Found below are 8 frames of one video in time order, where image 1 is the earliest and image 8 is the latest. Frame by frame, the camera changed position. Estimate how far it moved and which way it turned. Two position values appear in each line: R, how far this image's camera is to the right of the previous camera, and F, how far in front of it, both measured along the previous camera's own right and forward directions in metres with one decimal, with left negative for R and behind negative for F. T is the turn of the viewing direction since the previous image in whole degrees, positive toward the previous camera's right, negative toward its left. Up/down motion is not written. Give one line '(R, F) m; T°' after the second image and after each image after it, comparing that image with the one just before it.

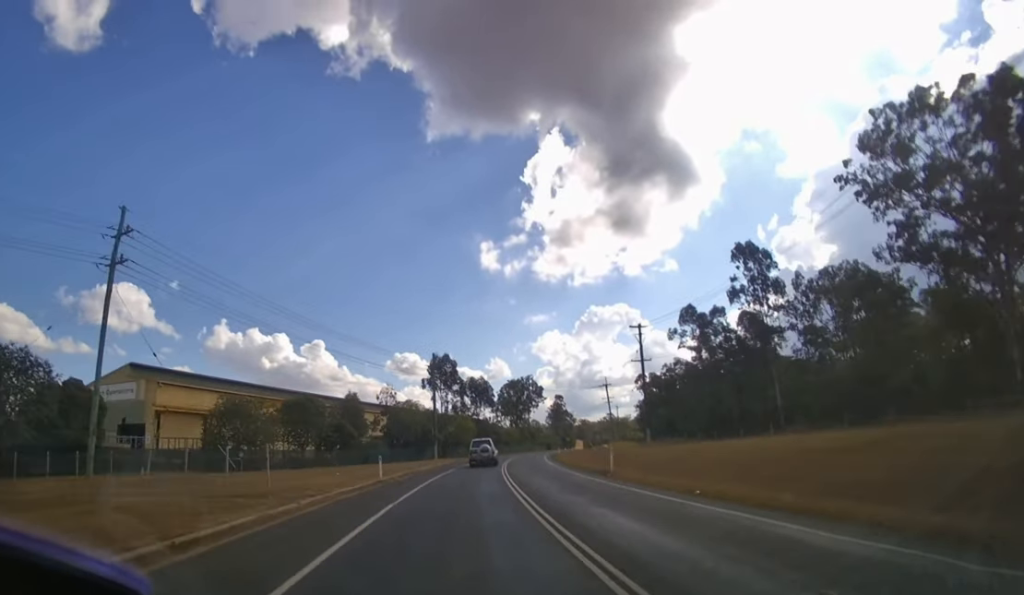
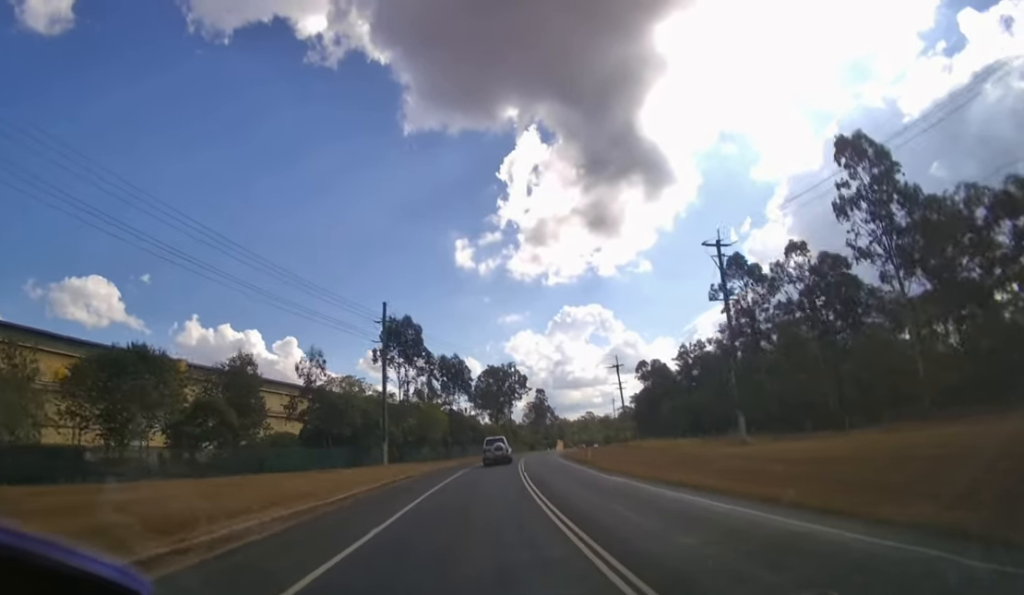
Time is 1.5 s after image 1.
(+0.7, +22.7) m; +3°
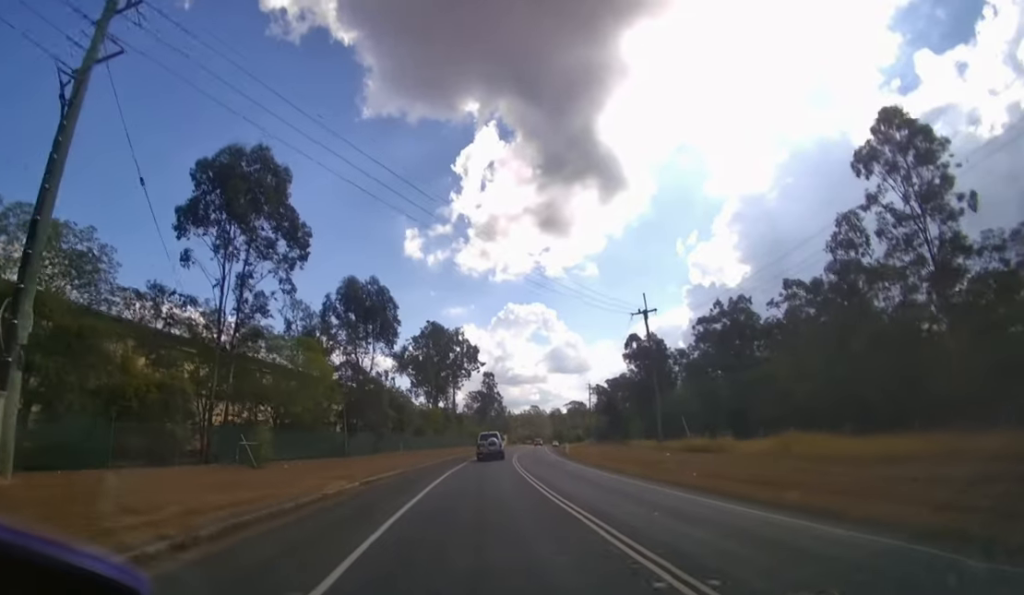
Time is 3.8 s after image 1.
(+2.3, +39.1) m; +7°
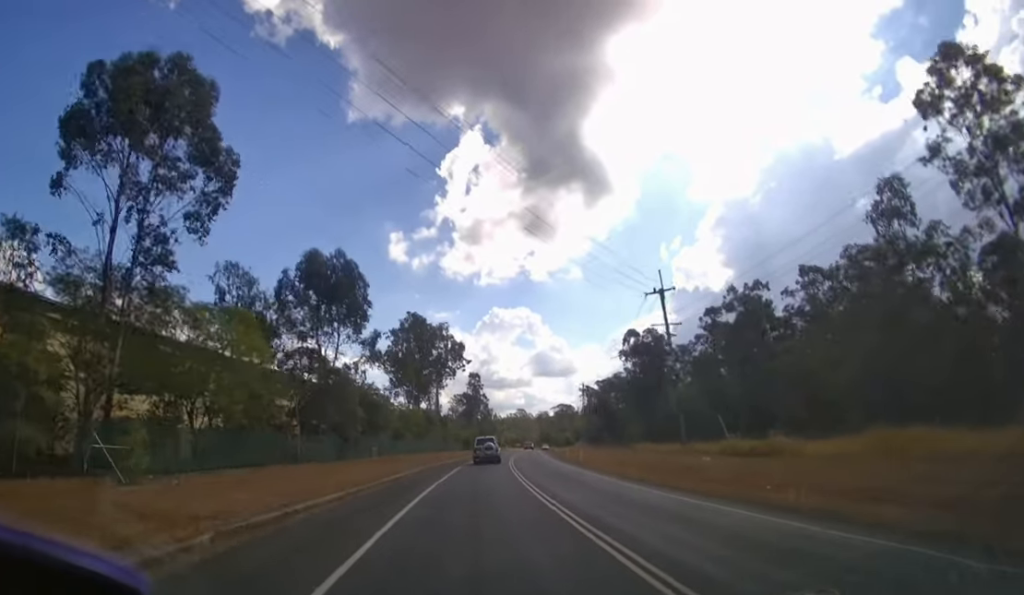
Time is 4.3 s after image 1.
(+0.2, +9.7) m; +2°
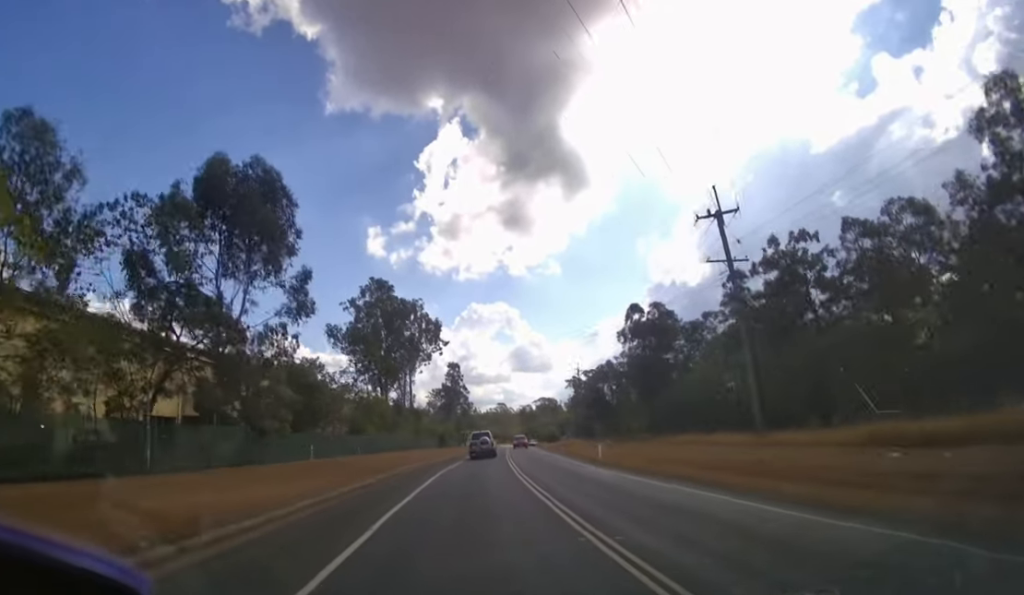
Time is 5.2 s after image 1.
(+0.4, +16.0) m; +3°
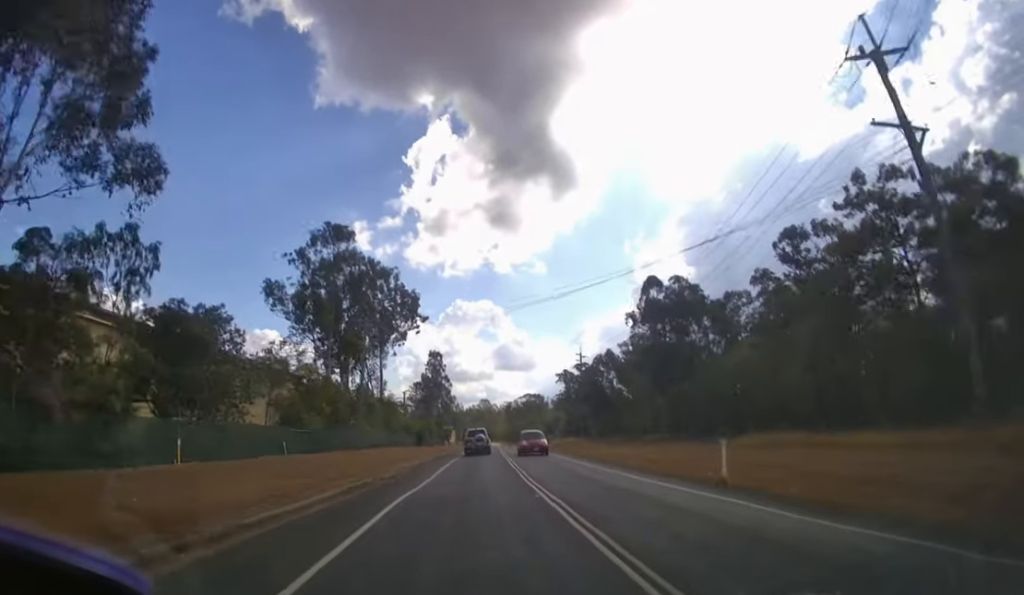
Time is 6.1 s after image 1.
(+0.4, +16.0) m; +3°
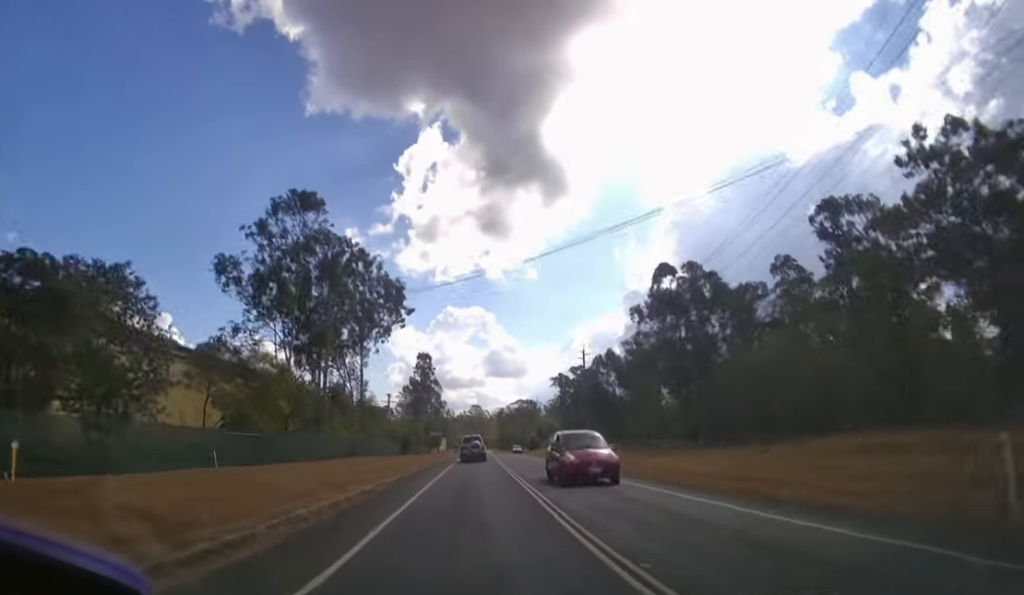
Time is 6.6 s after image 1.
(+0.1, +7.7) m; +1°
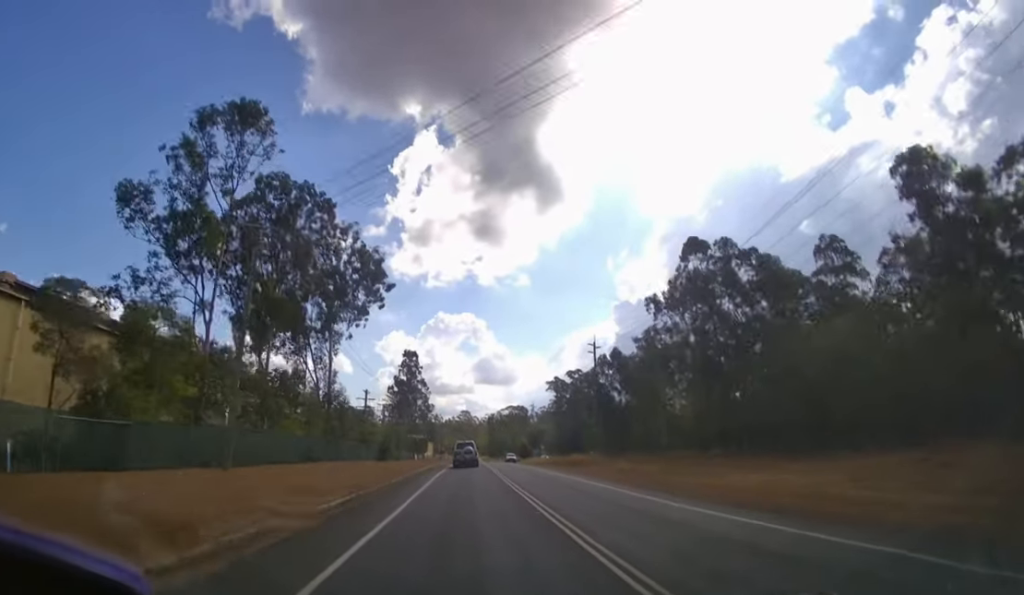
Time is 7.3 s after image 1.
(+0.2, +11.1) m; +1°
